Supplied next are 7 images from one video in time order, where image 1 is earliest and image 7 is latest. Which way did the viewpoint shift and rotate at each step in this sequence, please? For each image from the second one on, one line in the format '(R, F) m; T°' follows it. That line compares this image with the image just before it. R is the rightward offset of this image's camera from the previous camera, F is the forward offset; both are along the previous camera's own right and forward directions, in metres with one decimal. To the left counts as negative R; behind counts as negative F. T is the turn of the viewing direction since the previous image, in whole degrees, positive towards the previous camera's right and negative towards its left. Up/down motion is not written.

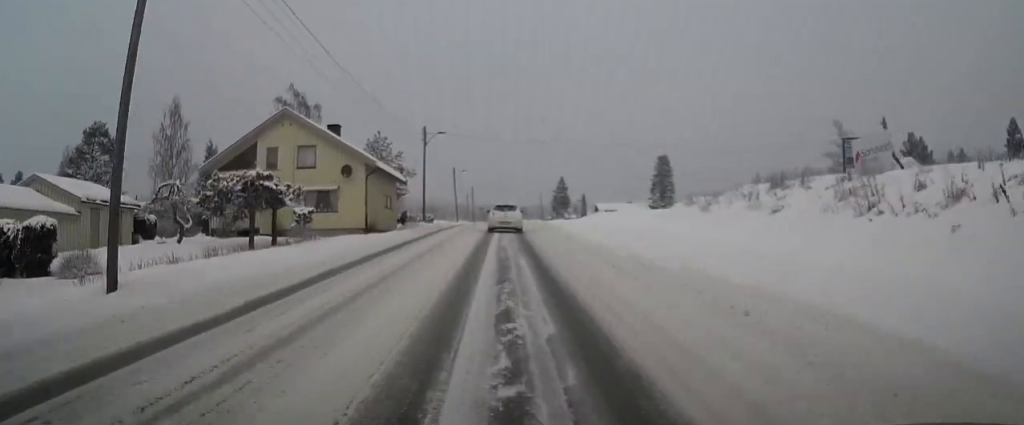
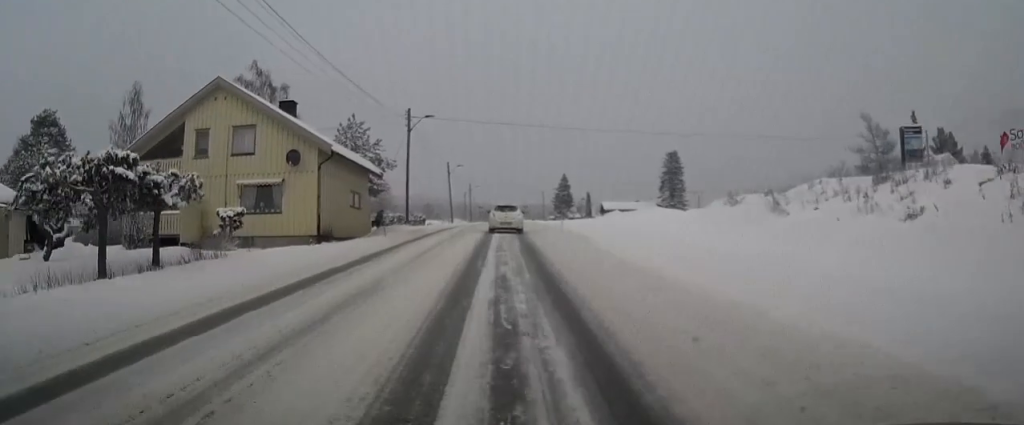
(0.0, +9.0) m; 0°
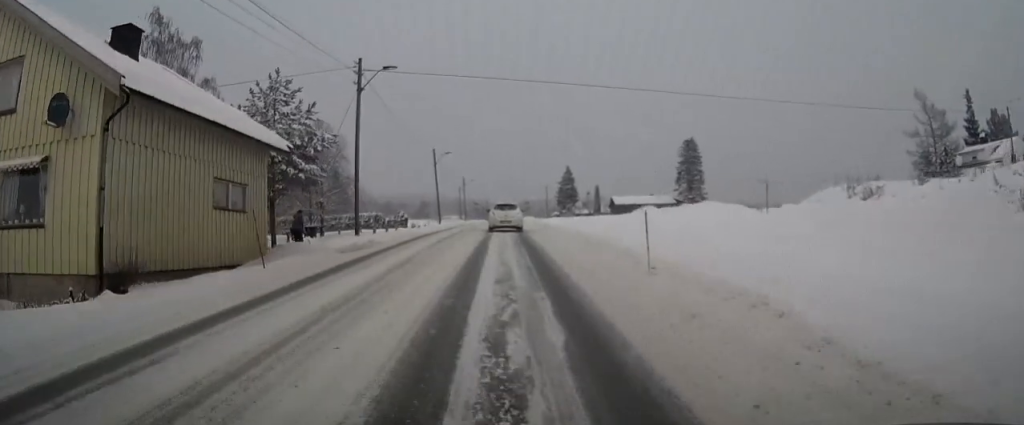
(+0.1, +14.7) m; +1°
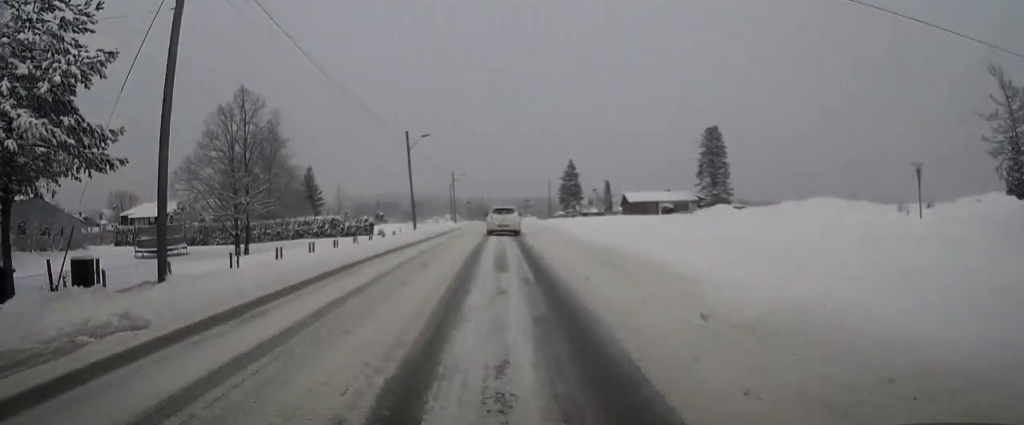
(0.0, +16.6) m; 0°
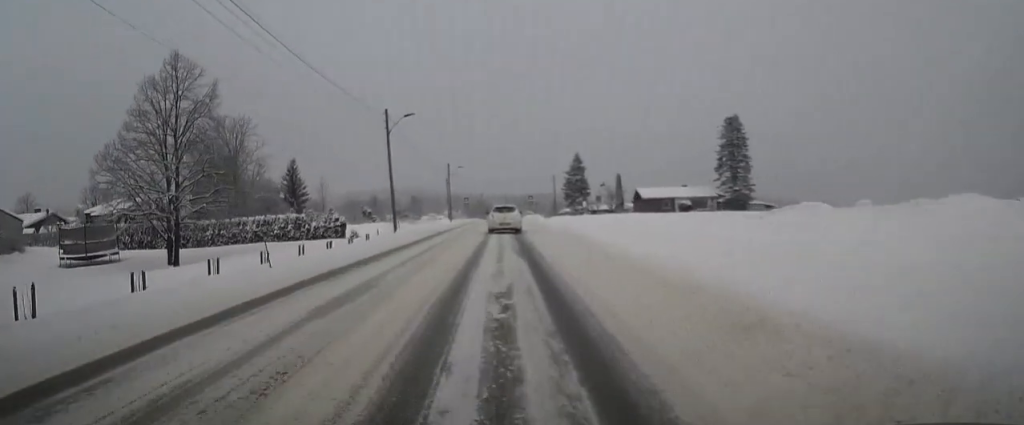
(0.0, +9.6) m; 0°
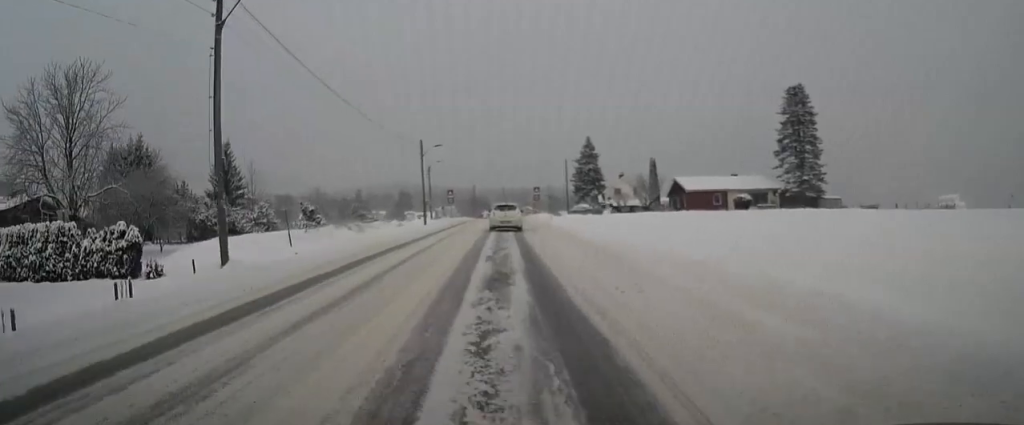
(0.0, +24.7) m; +1°
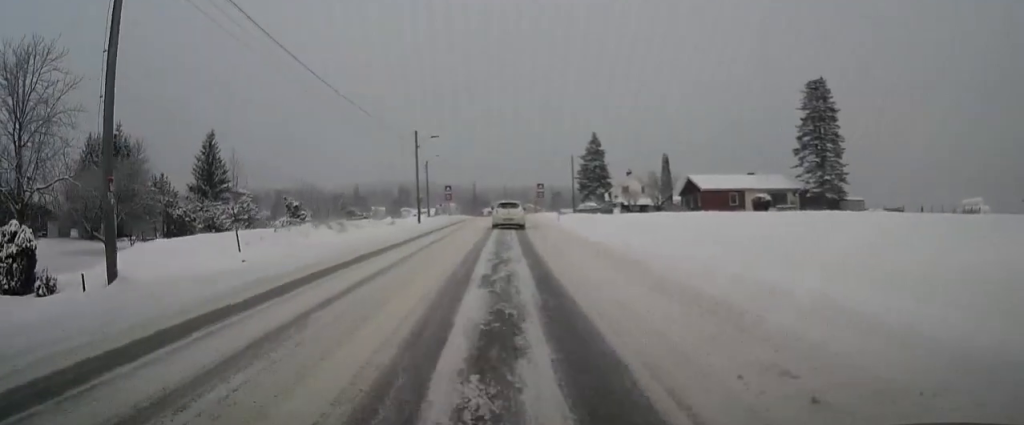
(0.0, +5.1) m; 0°
